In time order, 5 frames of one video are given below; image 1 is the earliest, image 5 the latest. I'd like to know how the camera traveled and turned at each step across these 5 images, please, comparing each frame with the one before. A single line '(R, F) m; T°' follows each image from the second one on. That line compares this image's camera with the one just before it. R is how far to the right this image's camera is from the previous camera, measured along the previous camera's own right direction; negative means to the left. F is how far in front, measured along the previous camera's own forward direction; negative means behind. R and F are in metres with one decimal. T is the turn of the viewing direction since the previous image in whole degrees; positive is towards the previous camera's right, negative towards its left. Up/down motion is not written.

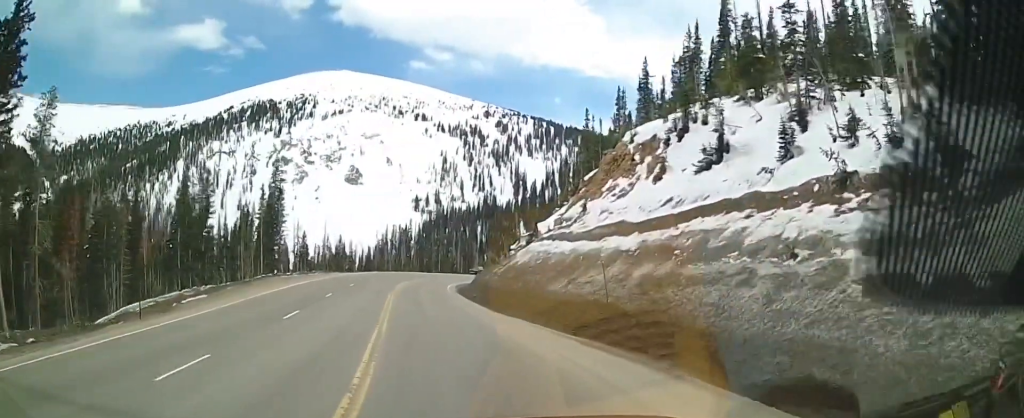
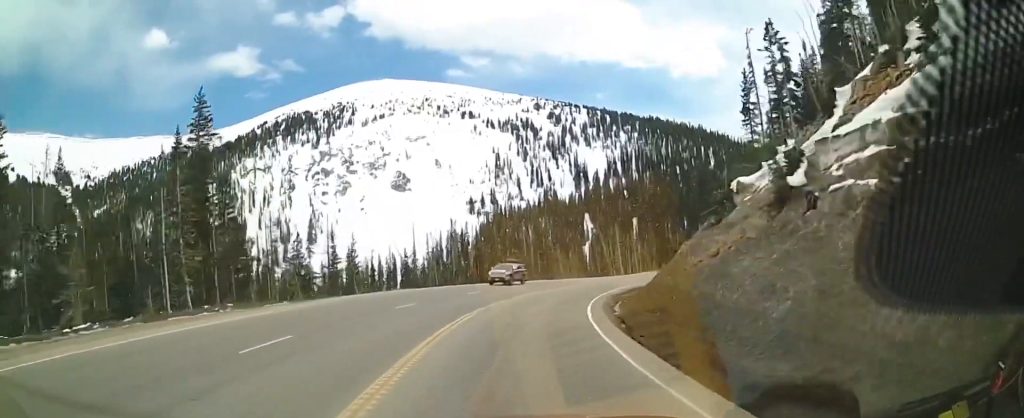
(-5.2, +49.0) m; -3°
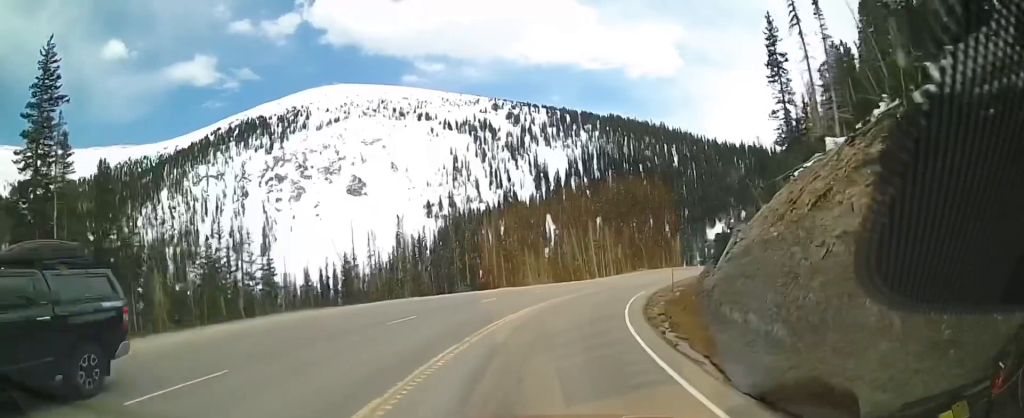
(-0.2, +17.0) m; 0°
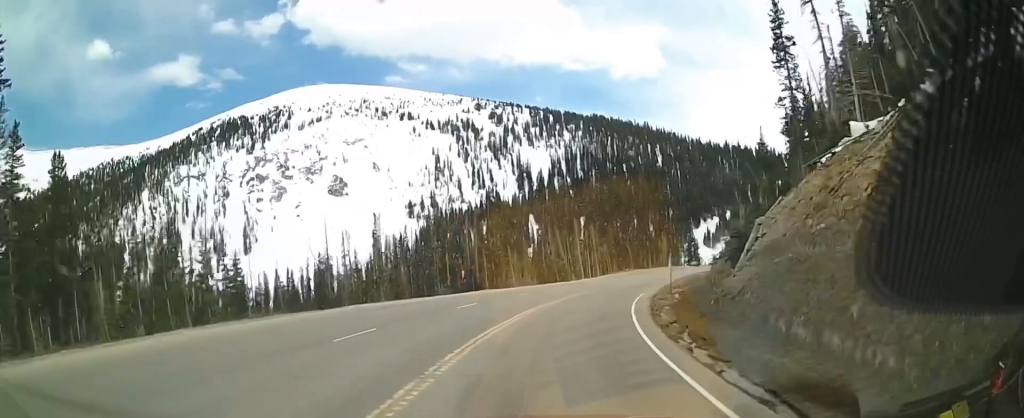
(0.0, +4.6) m; +2°
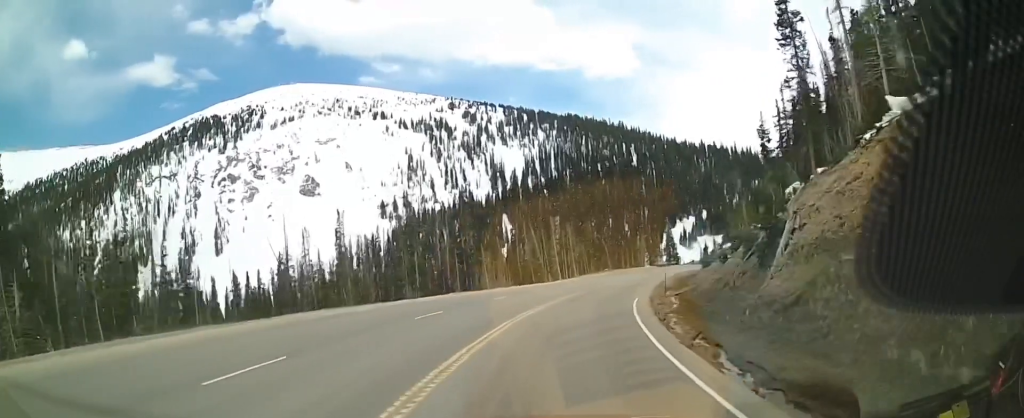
(0.0, +5.6) m; +2°
